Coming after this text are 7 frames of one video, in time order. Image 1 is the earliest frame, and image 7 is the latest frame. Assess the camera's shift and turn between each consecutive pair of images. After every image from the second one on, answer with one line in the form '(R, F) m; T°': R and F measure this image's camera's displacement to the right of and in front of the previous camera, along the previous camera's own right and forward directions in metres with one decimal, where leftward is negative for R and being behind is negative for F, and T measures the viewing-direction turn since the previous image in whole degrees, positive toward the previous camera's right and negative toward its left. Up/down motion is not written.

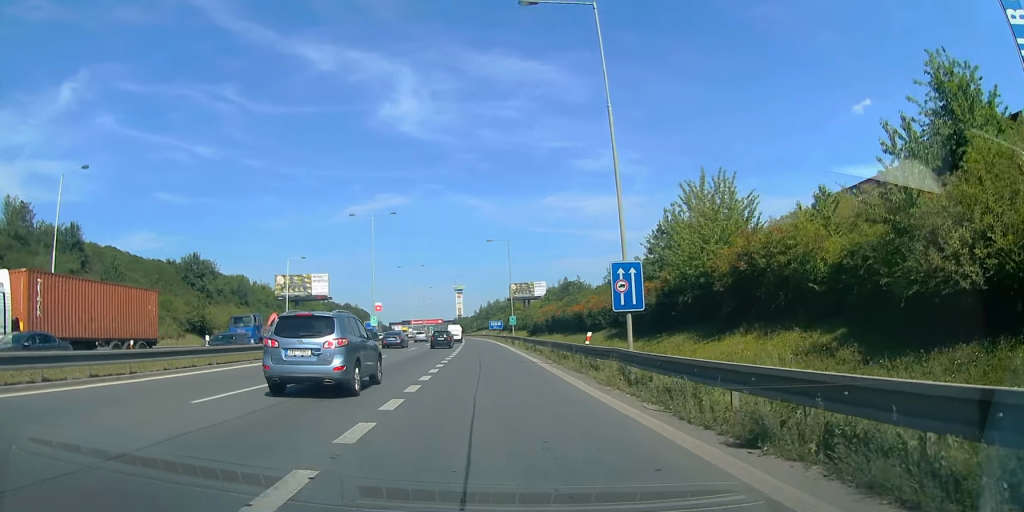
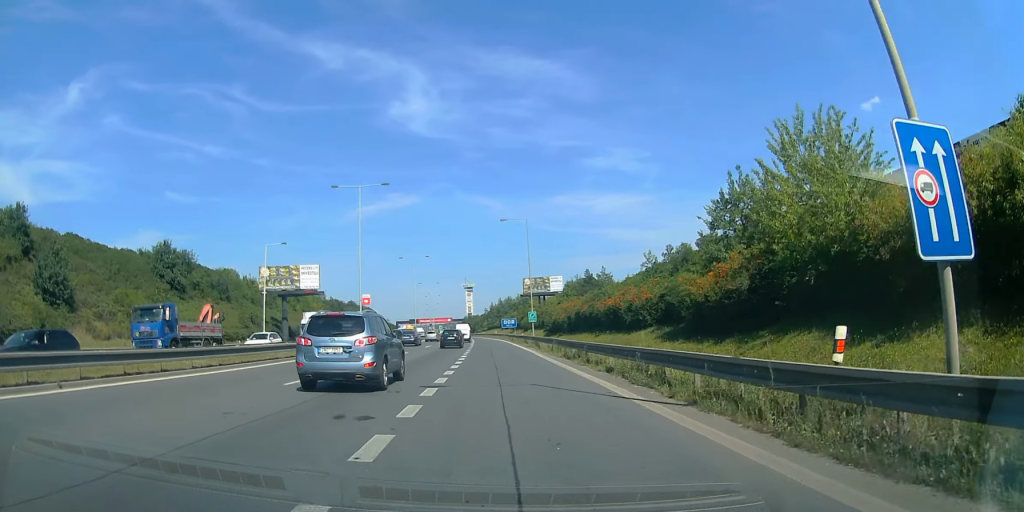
(0.0, +13.3) m; -1°
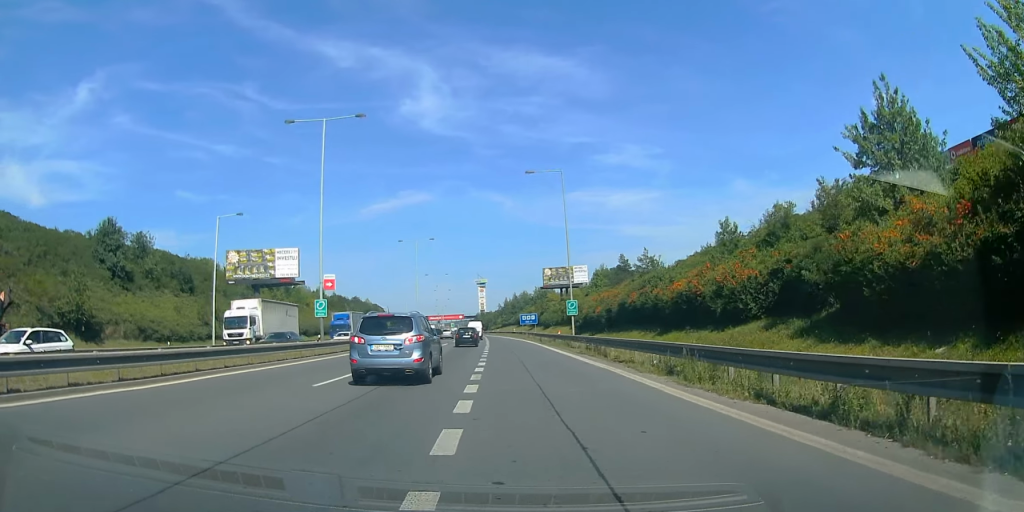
(-0.2, +17.8) m; 0°
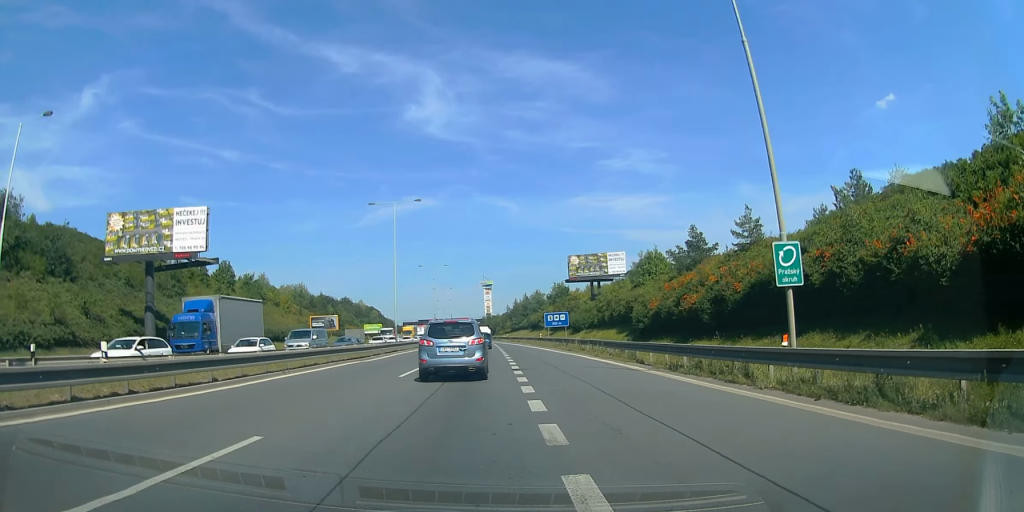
(+0.2, +29.3) m; 0°
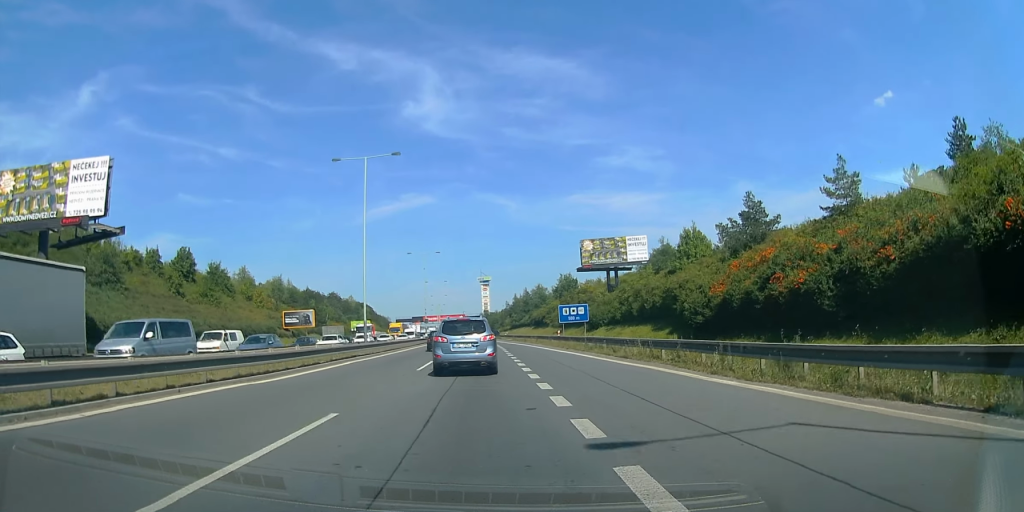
(-0.3, +14.7) m; 0°
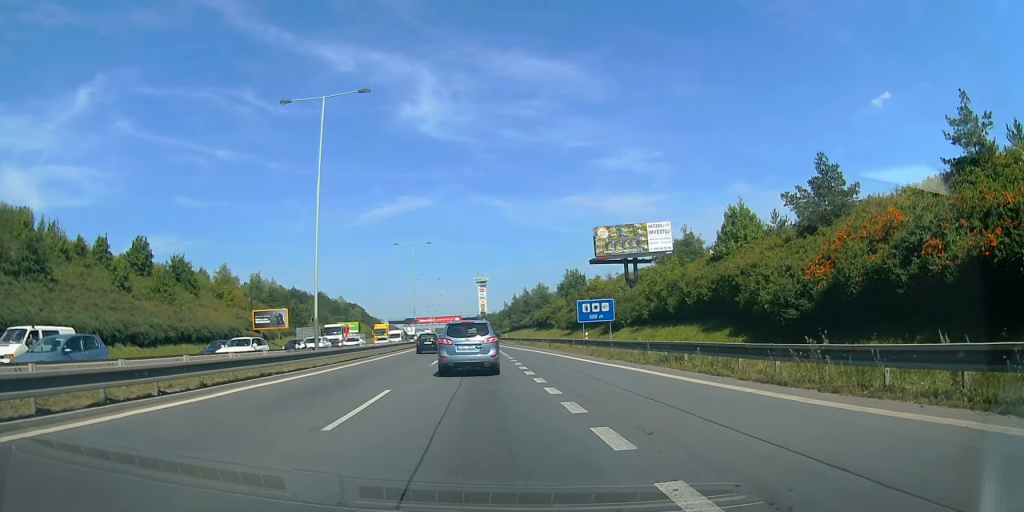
(+0.2, +12.5) m; +1°
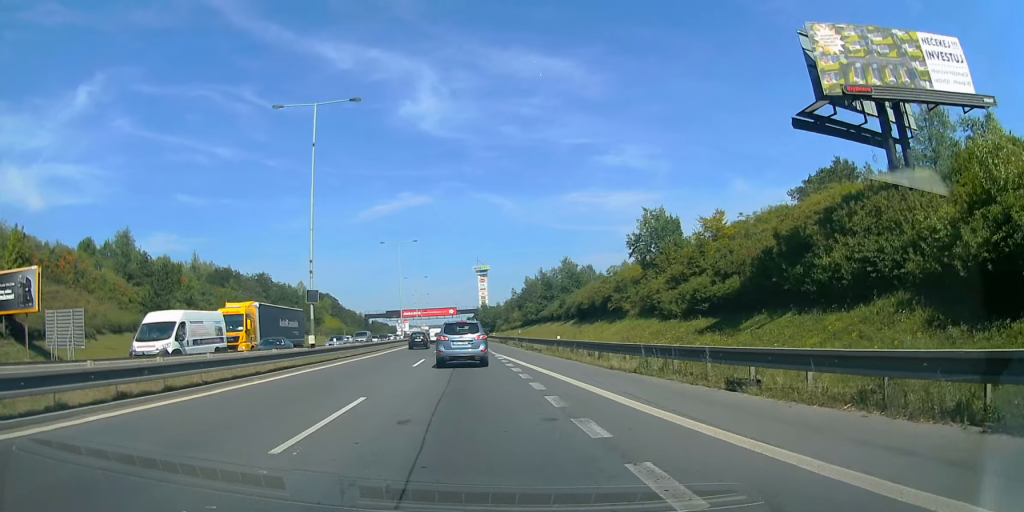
(-0.3, +53.4) m; -2°
